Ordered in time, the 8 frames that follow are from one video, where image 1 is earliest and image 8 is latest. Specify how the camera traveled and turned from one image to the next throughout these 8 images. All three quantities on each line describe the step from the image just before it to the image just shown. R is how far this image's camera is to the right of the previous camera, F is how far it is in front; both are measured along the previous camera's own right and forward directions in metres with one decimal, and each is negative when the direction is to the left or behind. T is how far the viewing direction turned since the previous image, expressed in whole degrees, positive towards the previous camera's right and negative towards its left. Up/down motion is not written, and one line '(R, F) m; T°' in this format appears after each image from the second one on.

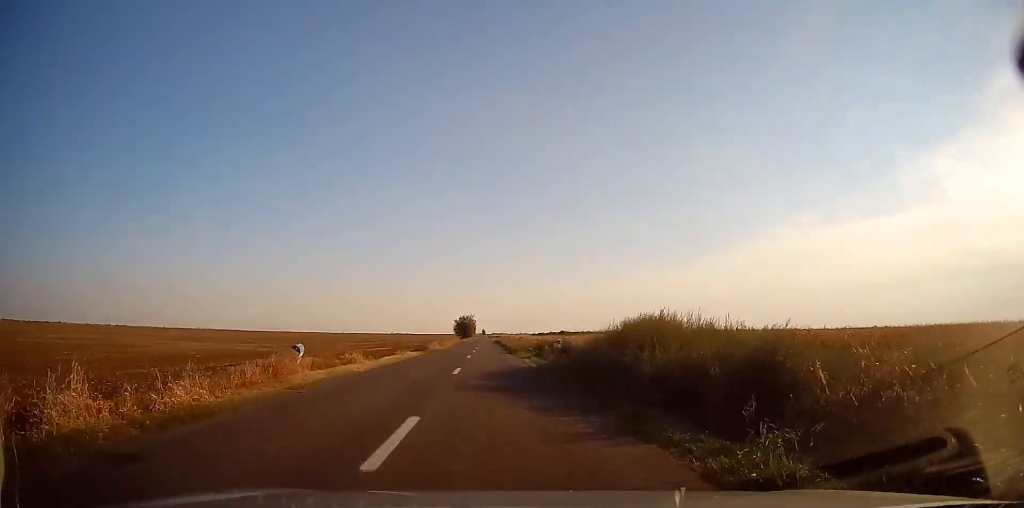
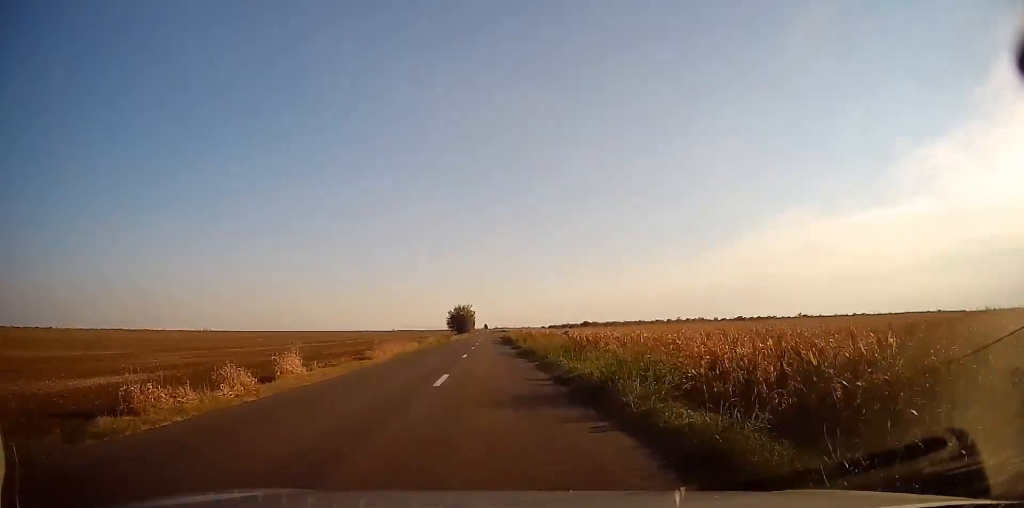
(-0.2, +41.3) m; -1°
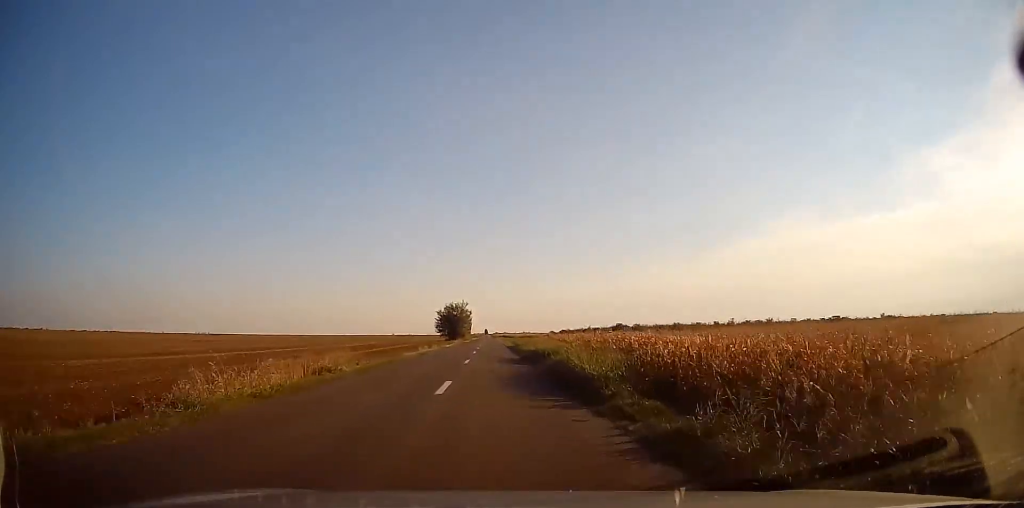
(+0.3, +36.4) m; +1°
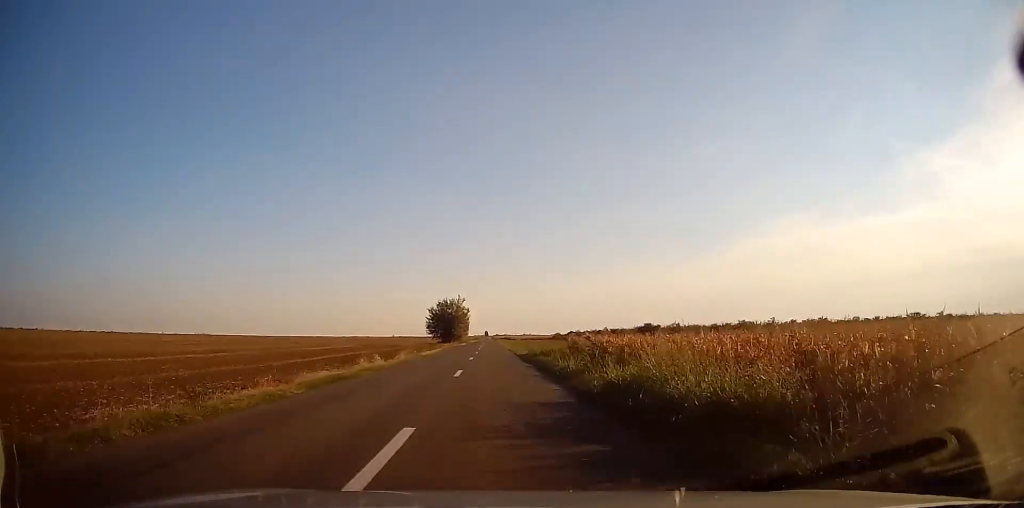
(0.0, +18.8) m; 0°
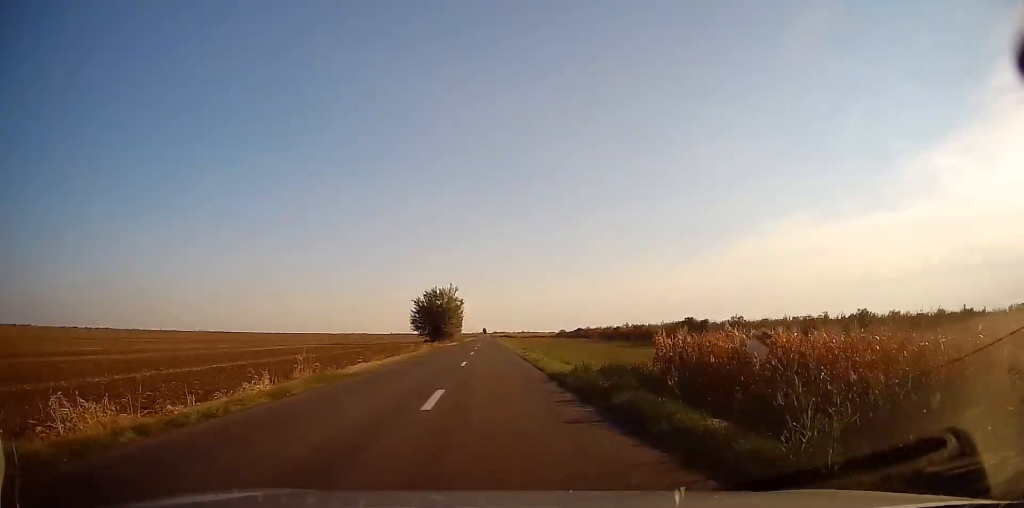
(-0.1, +18.9) m; 0°
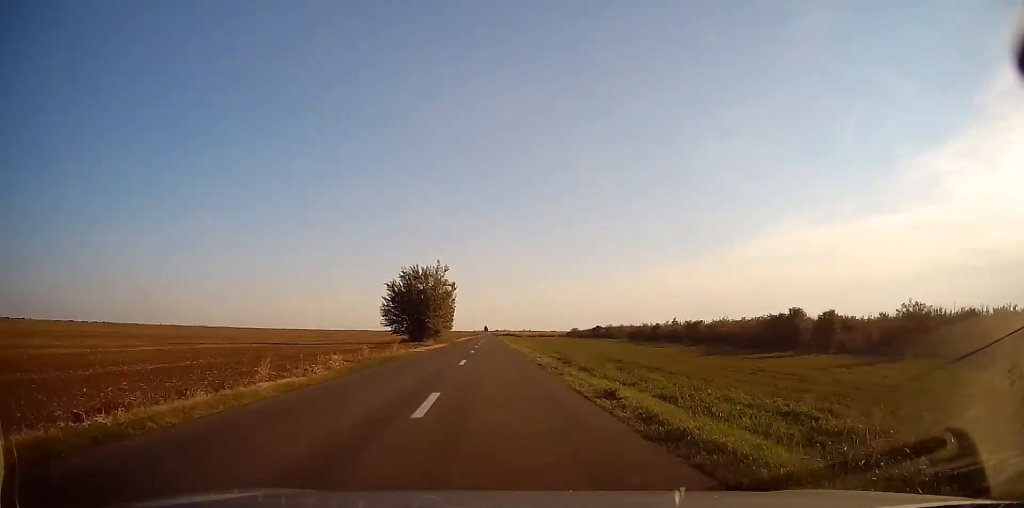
(0.0, +24.8) m; 0°
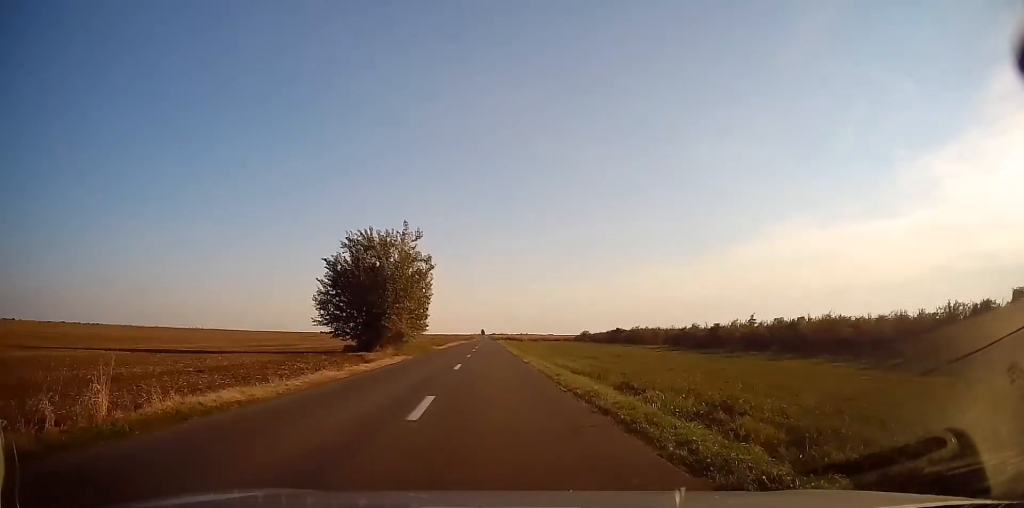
(0.0, +24.4) m; 0°
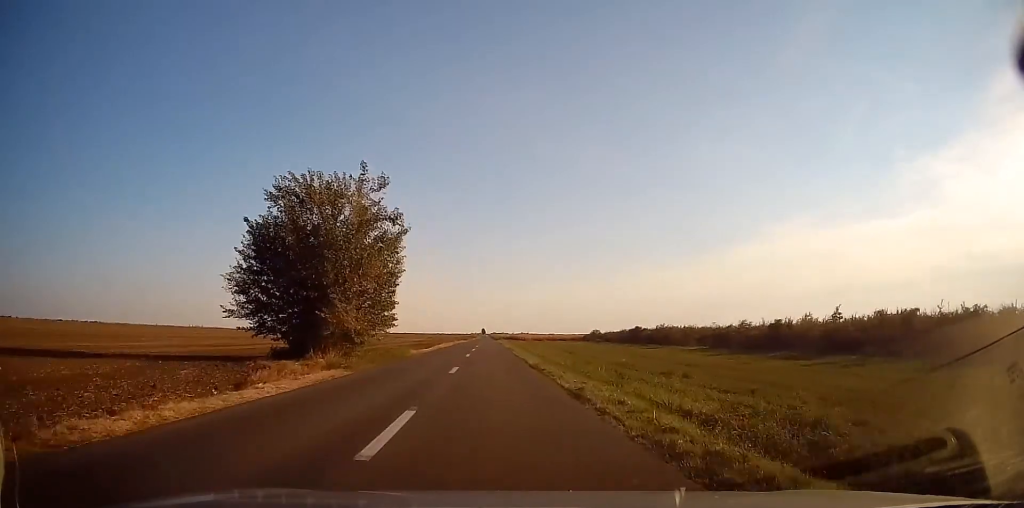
(-0.1, +13.3) m; 0°
